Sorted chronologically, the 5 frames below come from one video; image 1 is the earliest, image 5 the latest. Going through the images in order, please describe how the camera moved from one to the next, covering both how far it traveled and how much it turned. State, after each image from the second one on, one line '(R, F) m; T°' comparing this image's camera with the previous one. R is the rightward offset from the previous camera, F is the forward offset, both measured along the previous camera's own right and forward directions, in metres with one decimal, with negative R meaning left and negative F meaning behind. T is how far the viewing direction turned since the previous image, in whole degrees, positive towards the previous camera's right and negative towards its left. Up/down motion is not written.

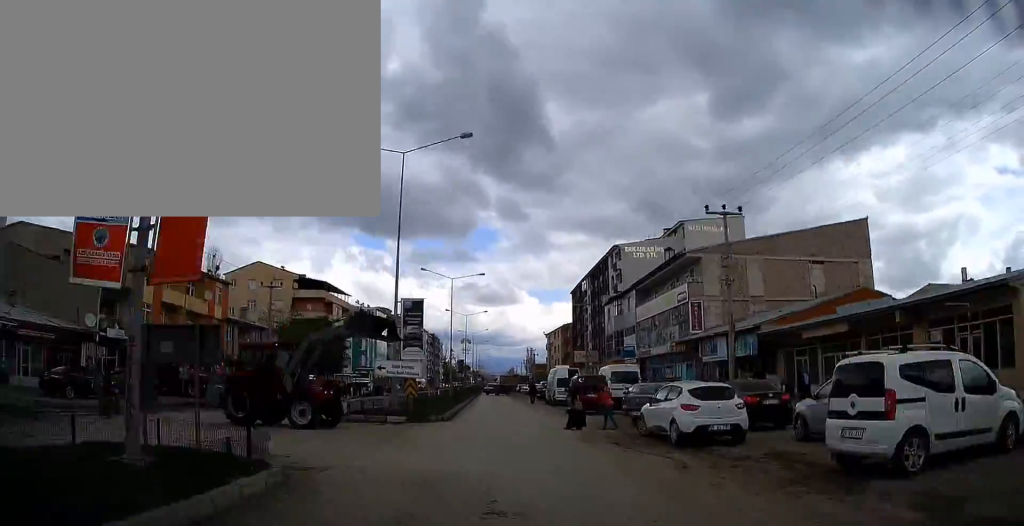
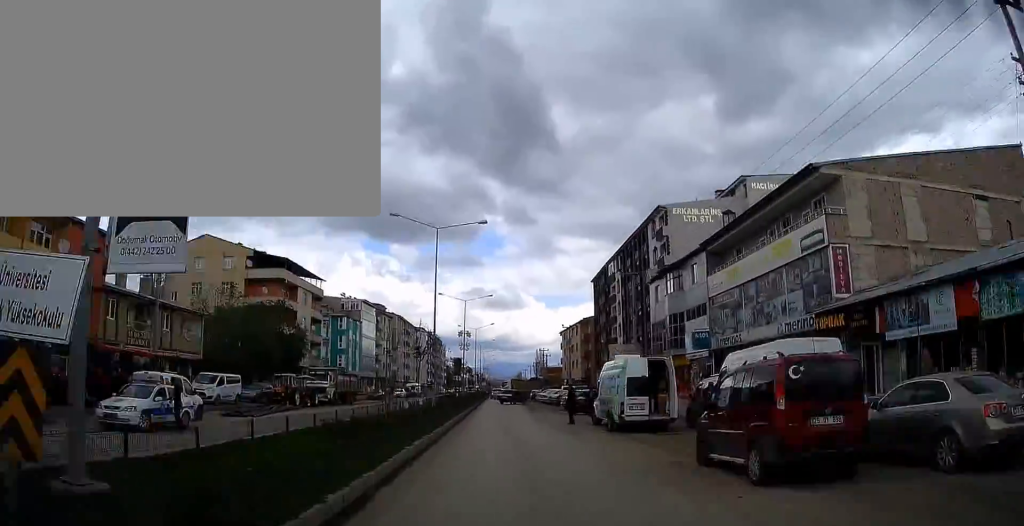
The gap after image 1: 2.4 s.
(-0.1, +19.4) m; 0°
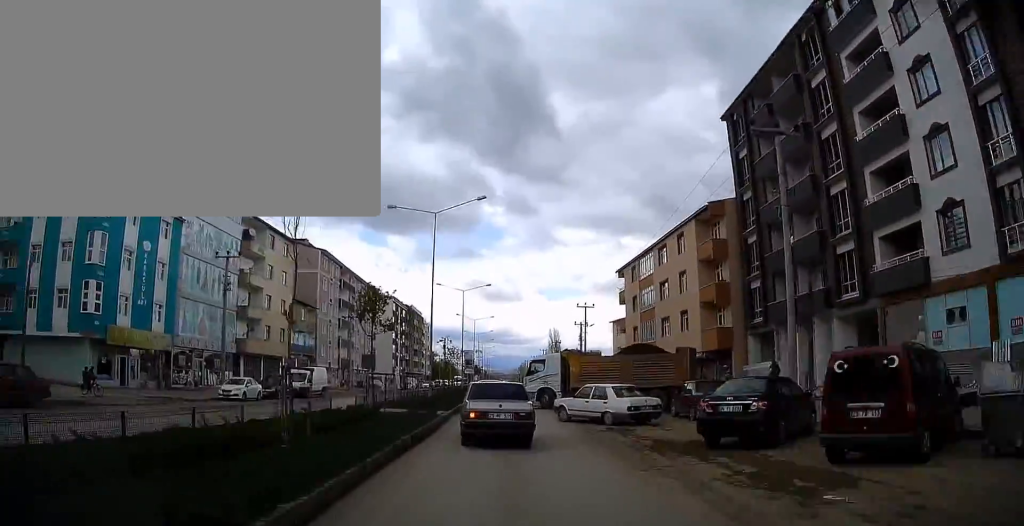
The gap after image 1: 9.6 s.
(-0.1, +53.3) m; -1°
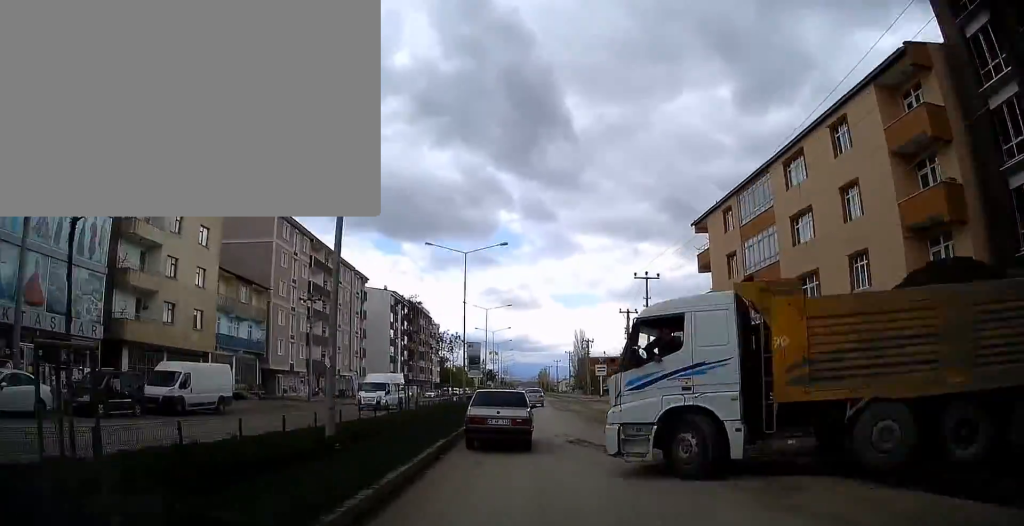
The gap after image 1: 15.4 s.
(-0.4, +43.3) m; 0°
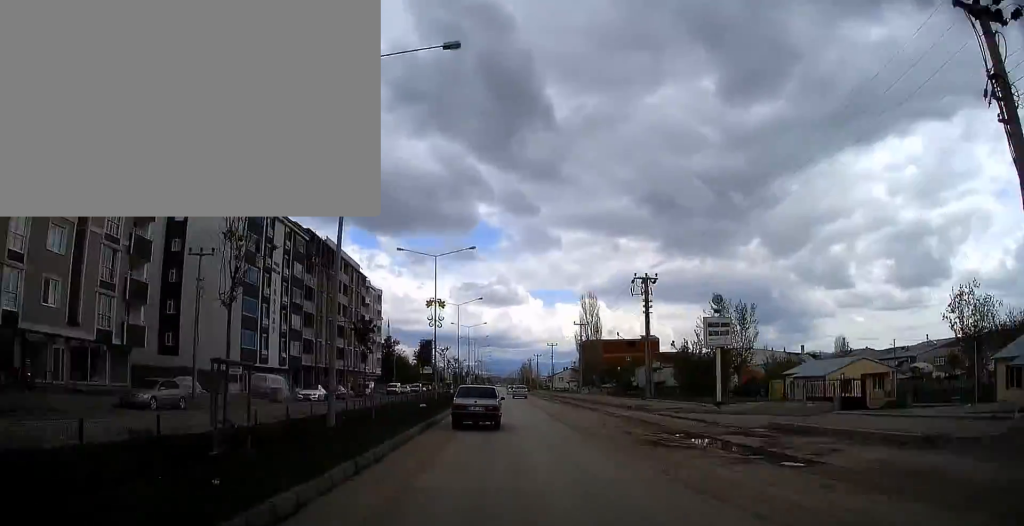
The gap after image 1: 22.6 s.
(+0.9, +65.7) m; +1°
